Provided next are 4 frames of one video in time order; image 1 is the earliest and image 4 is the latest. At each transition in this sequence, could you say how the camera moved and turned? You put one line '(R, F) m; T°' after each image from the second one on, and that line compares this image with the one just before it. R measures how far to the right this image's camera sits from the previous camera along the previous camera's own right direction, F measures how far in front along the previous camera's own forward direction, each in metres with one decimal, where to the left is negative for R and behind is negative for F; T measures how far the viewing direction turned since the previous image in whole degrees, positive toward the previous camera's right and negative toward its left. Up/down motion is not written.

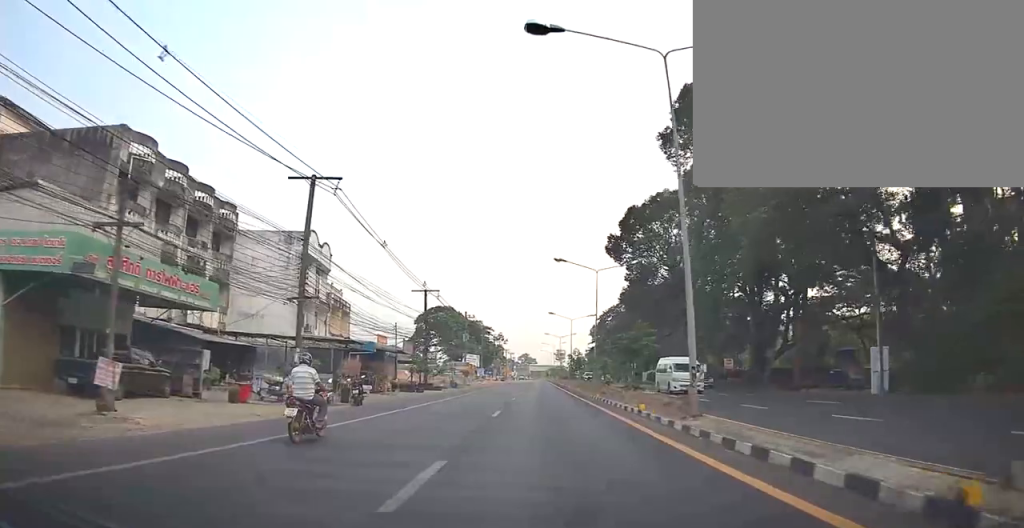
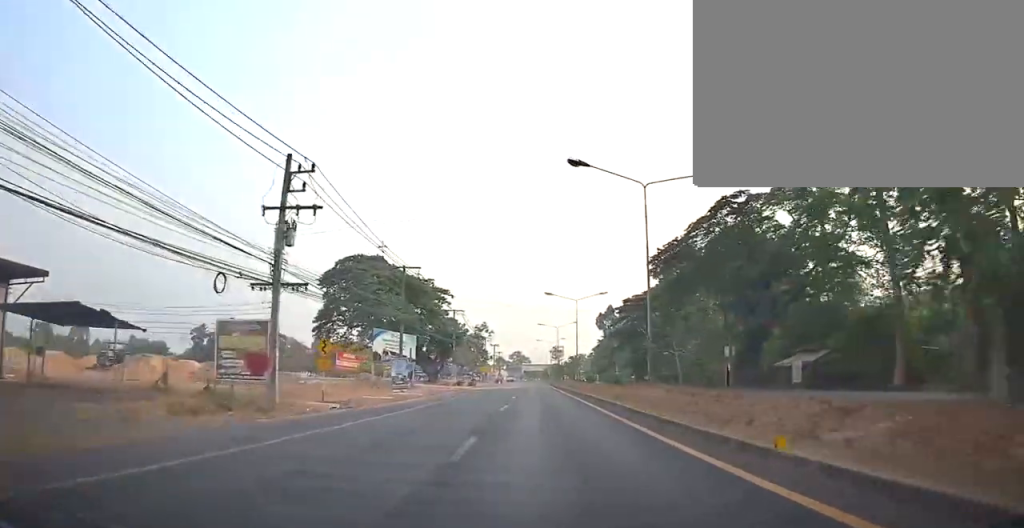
(+0.7, +56.7) m; +2°
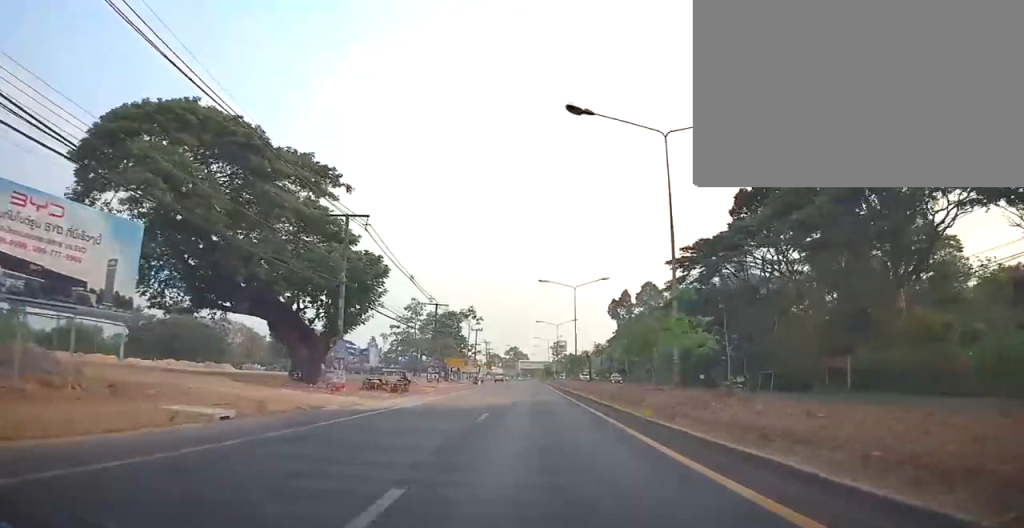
(0.0, +41.0) m; 0°
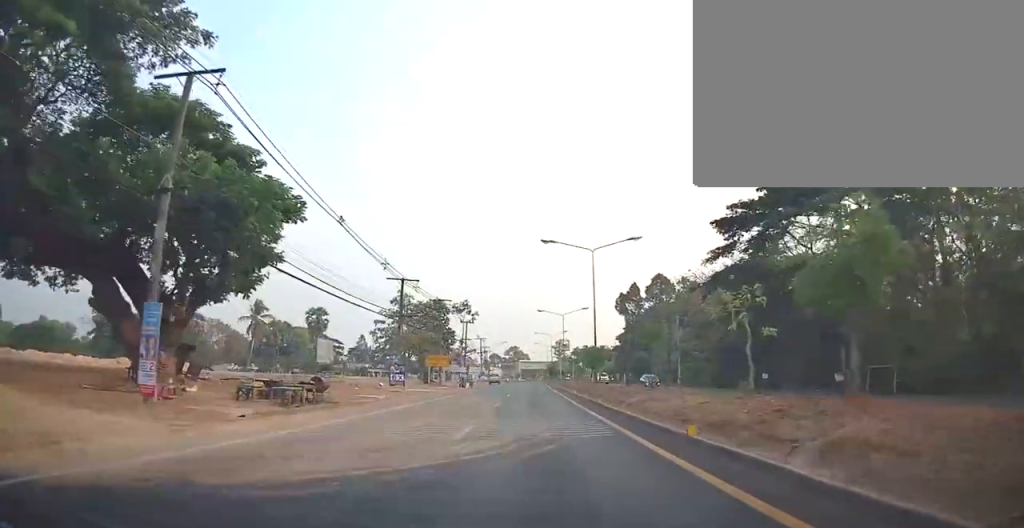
(0.0, +15.6) m; 0°
